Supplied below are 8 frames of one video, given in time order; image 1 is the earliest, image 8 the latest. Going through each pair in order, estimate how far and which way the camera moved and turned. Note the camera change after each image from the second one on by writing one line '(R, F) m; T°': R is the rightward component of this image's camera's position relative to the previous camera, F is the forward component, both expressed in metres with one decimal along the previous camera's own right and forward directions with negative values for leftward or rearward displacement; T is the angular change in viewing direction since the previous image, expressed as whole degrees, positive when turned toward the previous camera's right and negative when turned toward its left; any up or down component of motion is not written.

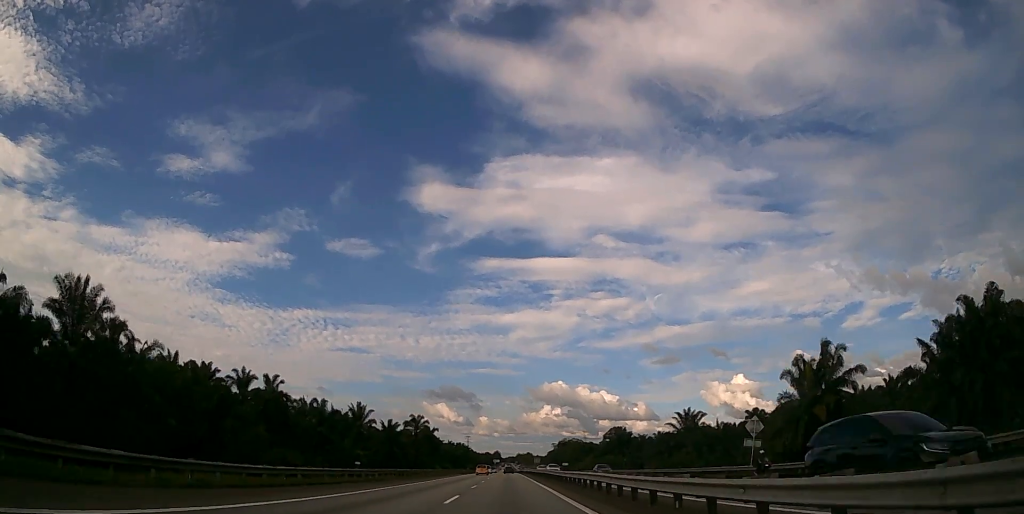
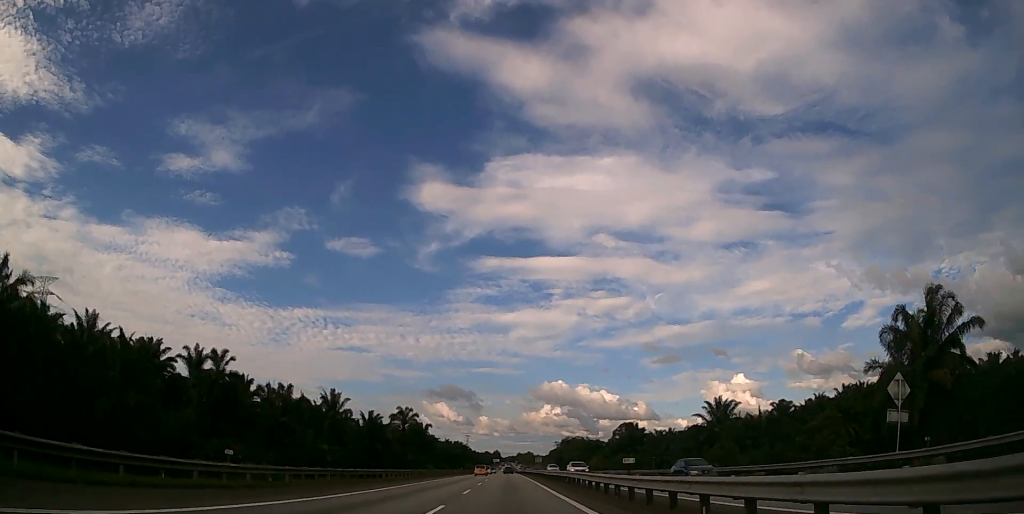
(0.0, +17.6) m; 0°
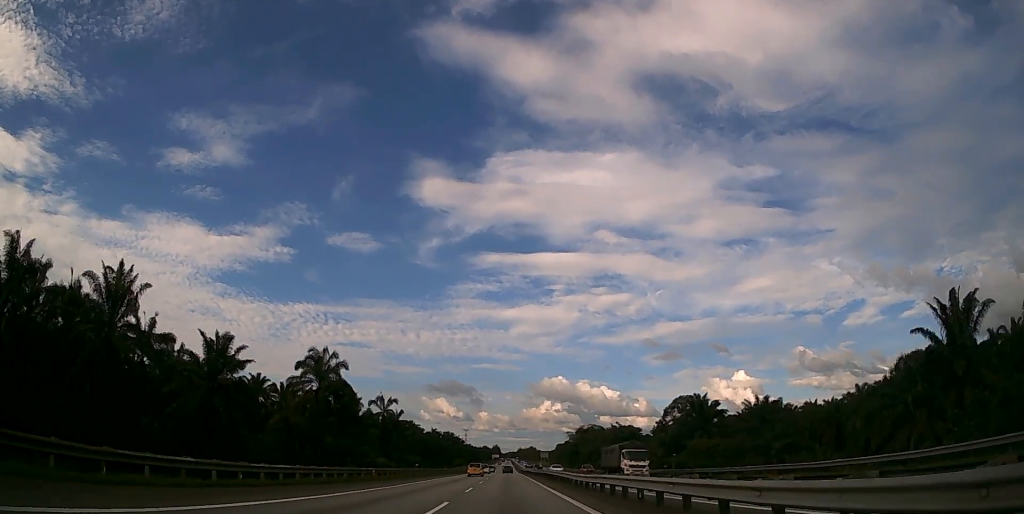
(-0.1, +58.4) m; 0°
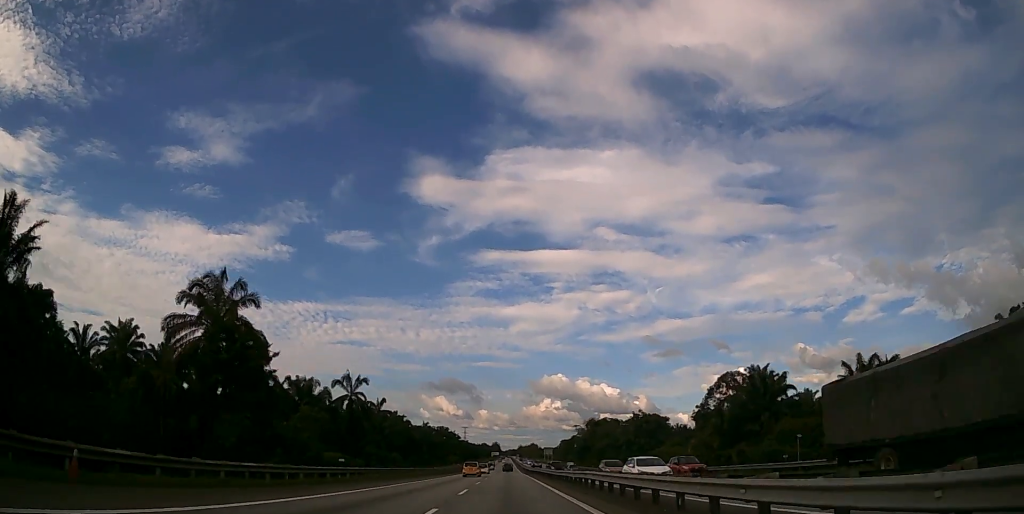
(0.0, +27.2) m; 0°
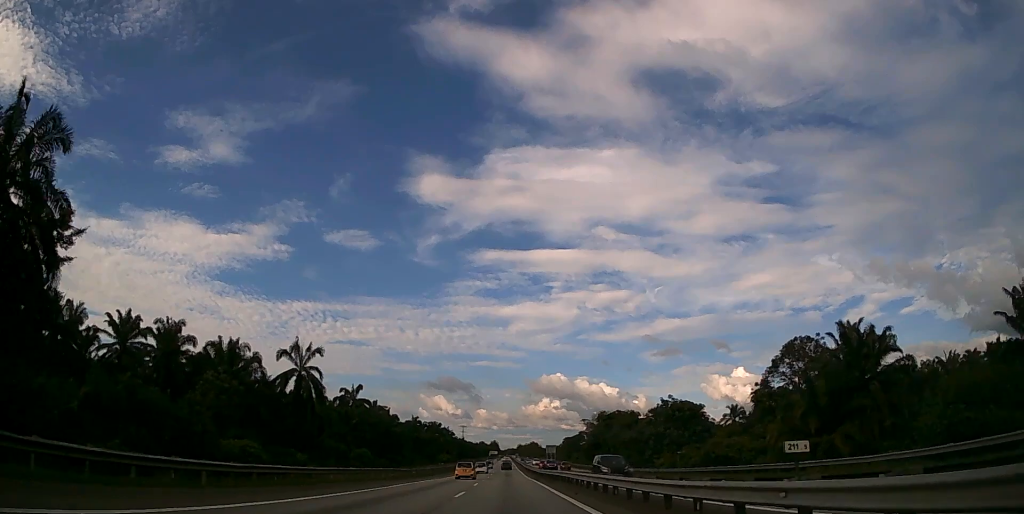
(0.0, +25.0) m; 0°
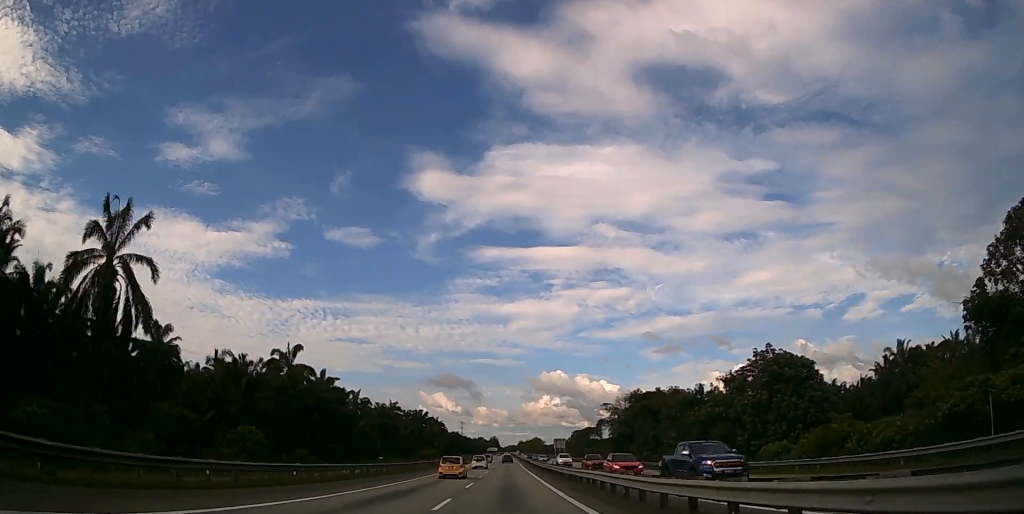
(+0.1, +41.7) m; 0°
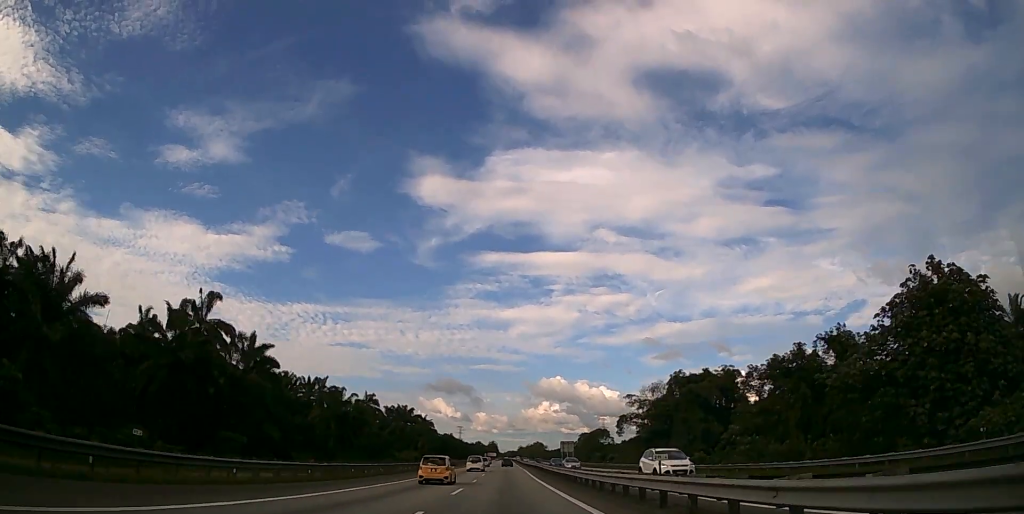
(0.0, +30.2) m; 0°
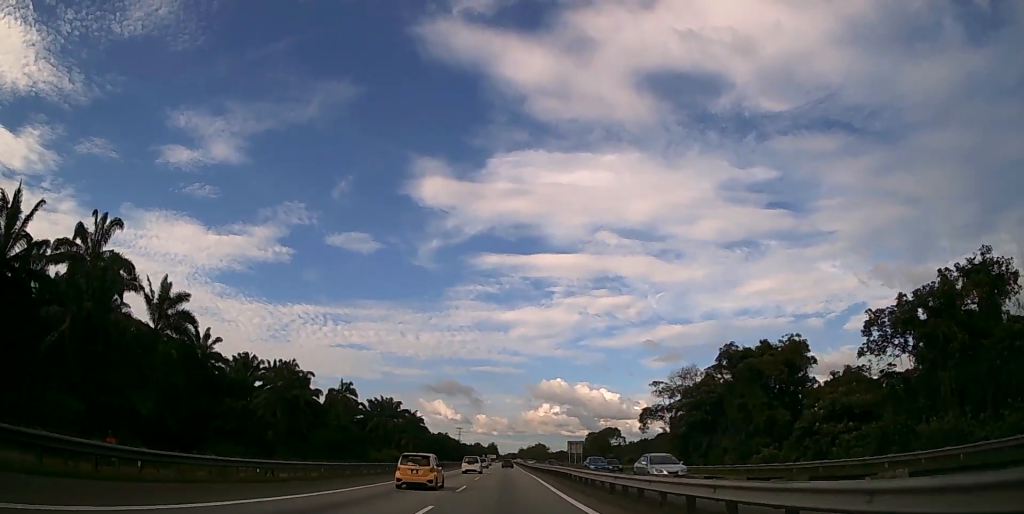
(0.0, +22.2) m; 0°
